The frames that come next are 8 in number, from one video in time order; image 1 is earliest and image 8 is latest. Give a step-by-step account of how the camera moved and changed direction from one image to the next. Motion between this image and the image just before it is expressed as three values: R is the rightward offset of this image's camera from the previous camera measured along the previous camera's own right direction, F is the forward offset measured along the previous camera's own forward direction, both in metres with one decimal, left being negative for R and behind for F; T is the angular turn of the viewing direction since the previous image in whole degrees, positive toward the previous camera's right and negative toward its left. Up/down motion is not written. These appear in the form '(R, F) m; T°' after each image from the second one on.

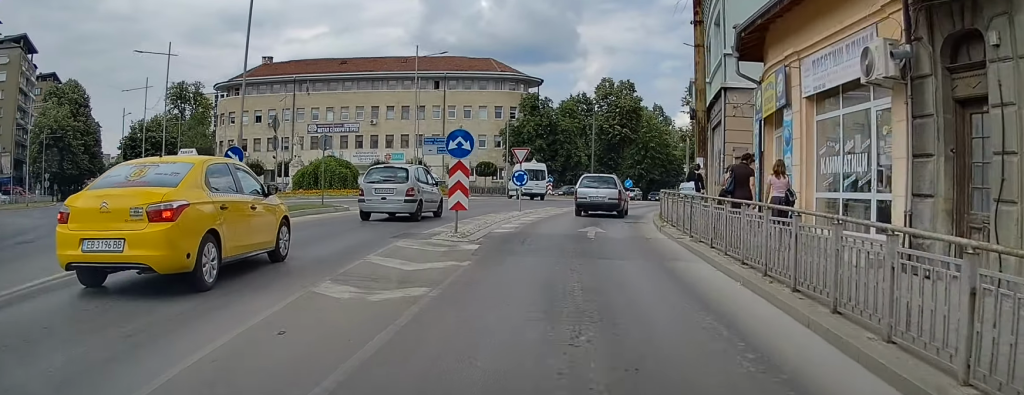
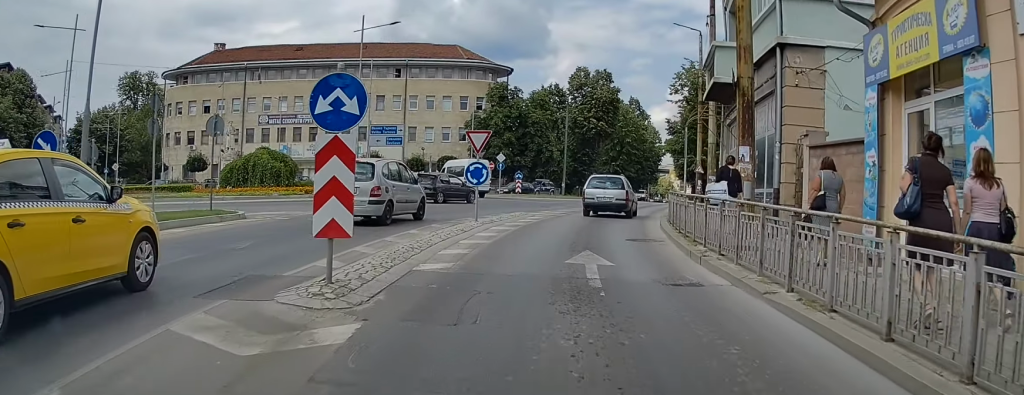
(+0.1, +7.3) m; +2°
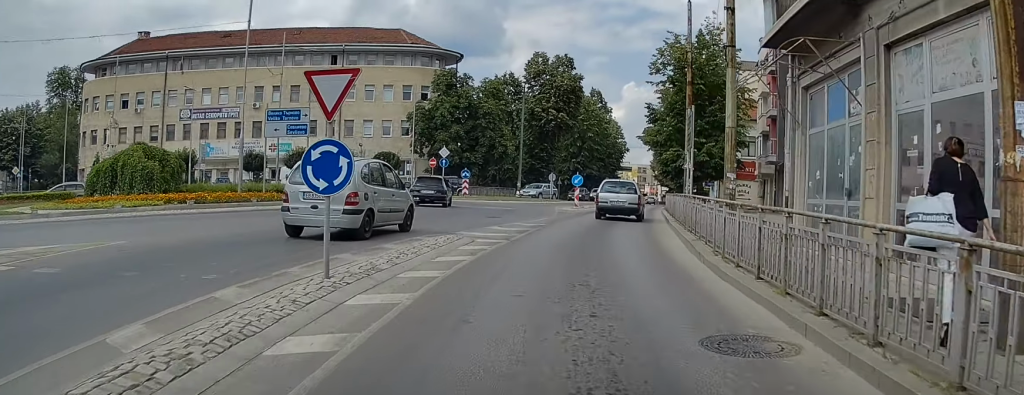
(+0.3, +10.1) m; +5°
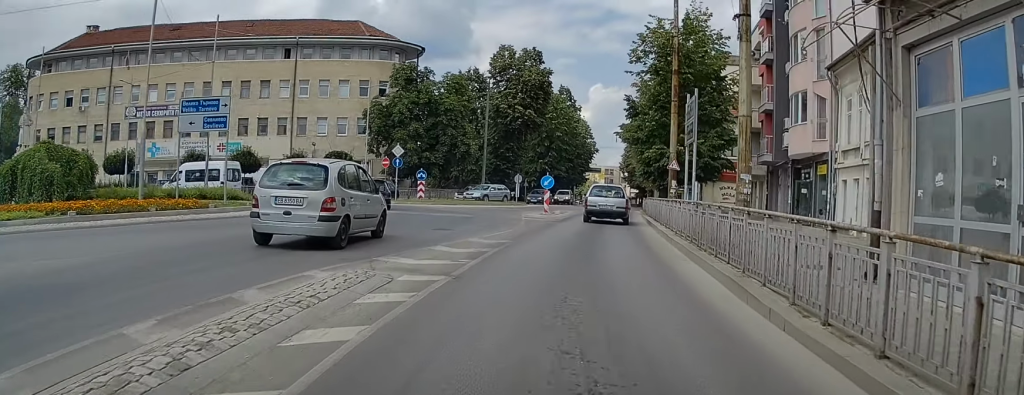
(+0.1, +5.4) m; +4°
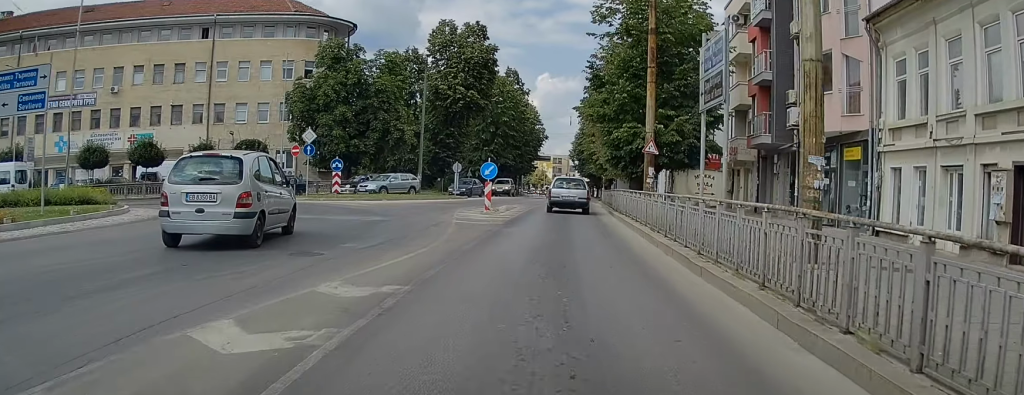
(+0.5, +8.1) m; +5°
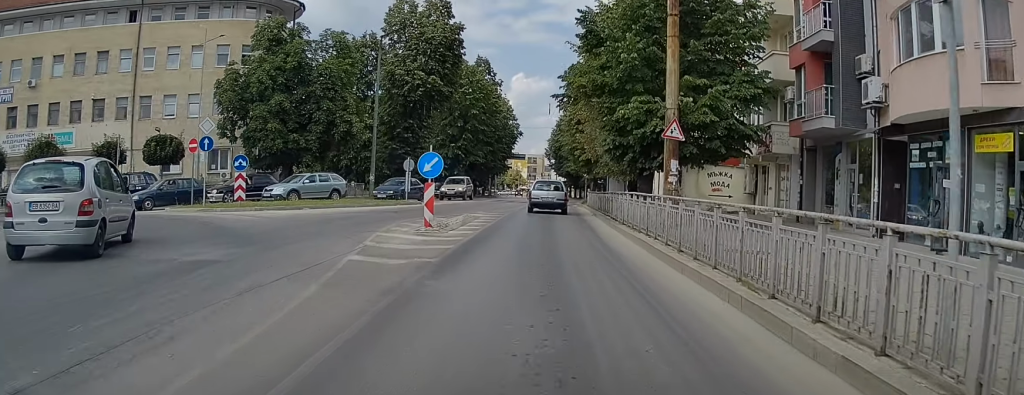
(+0.4, +9.2) m; +4°
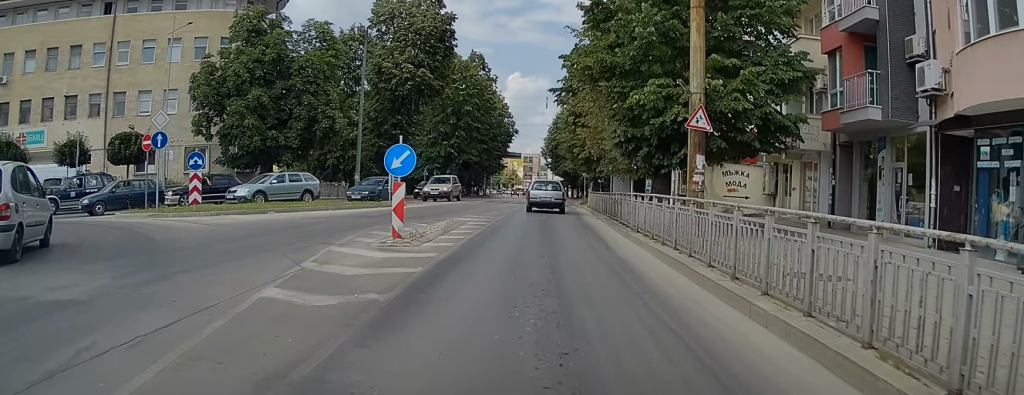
(+0.1, +3.3) m; 0°
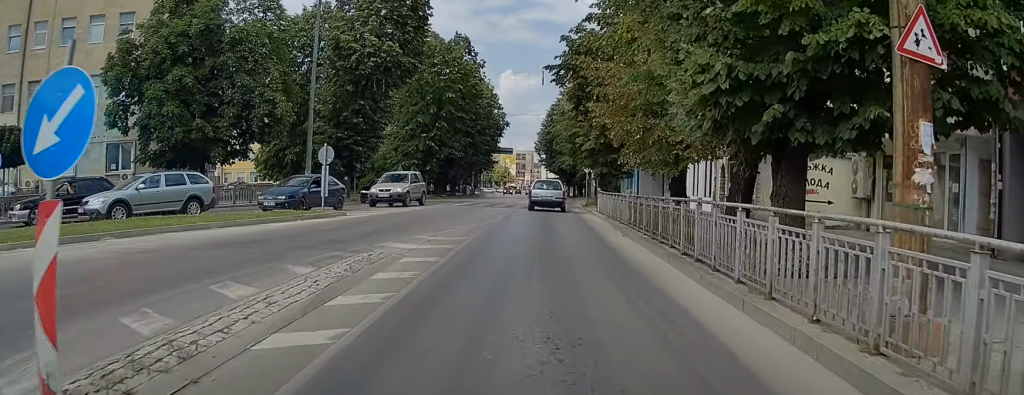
(-0.2, +9.8) m; -1°
